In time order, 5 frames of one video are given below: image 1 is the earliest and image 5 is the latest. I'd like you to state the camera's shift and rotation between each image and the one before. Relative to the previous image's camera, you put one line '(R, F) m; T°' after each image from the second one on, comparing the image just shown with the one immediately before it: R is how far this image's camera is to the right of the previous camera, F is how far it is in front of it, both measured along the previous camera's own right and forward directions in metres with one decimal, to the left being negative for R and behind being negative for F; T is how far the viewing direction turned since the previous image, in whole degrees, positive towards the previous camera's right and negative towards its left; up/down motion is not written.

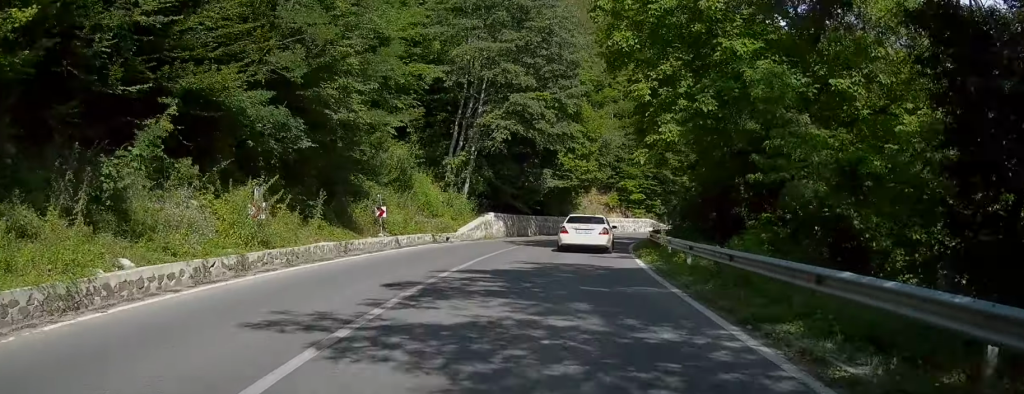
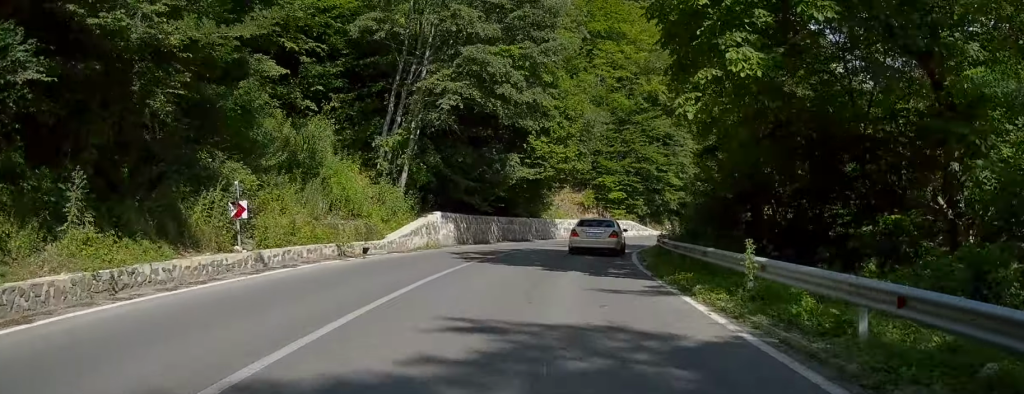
(+0.3, +9.8) m; +3°
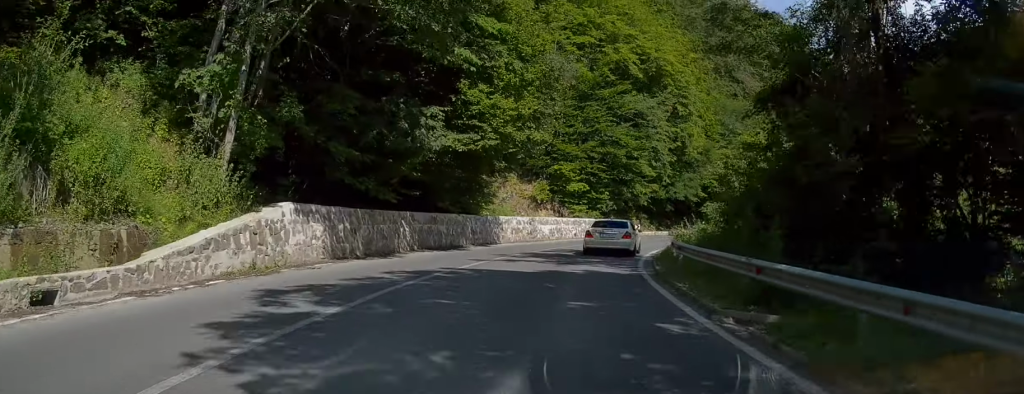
(+0.6, +12.4) m; +5°
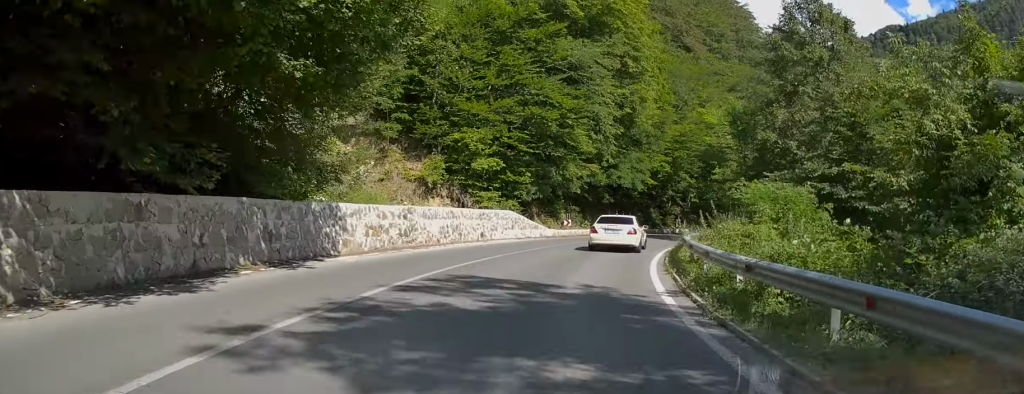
(+0.9, +15.6) m; +8°
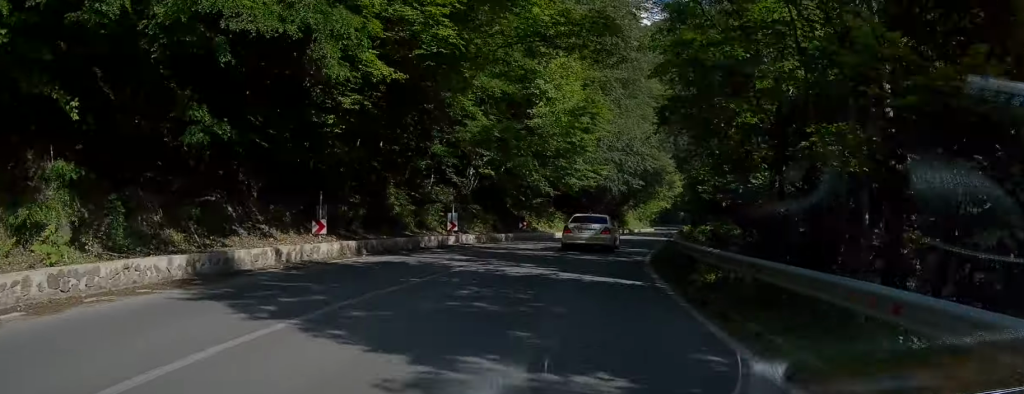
(+5.8, +36.2) m; +18°
